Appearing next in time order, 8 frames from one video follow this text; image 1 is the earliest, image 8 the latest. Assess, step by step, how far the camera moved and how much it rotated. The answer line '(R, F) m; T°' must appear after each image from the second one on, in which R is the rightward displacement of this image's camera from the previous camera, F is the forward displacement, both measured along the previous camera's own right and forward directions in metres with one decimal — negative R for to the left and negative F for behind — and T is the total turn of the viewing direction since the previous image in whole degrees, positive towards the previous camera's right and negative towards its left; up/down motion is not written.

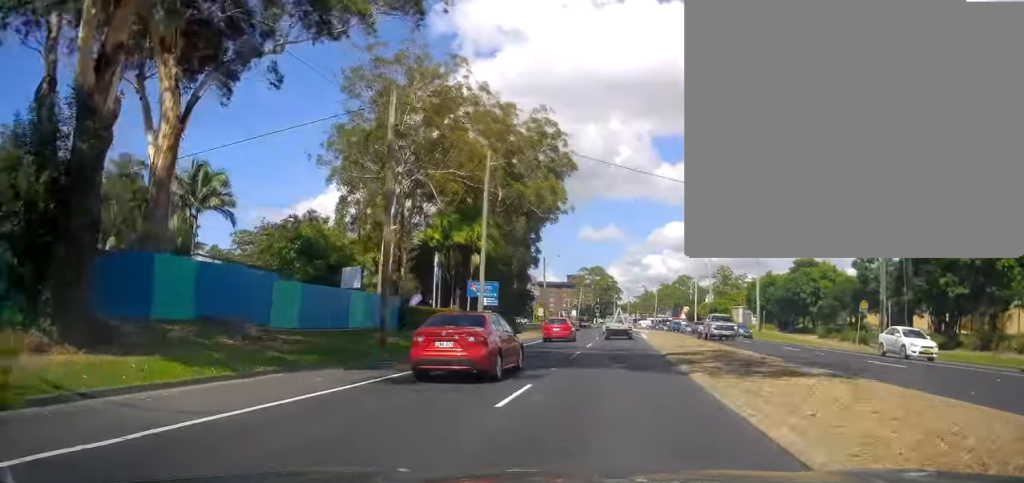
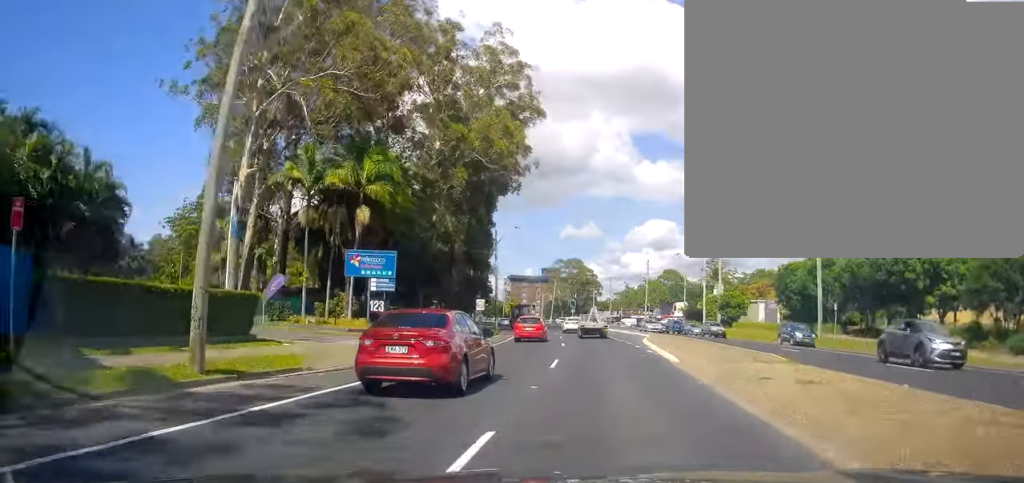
(+1.2, +24.4) m; +5°
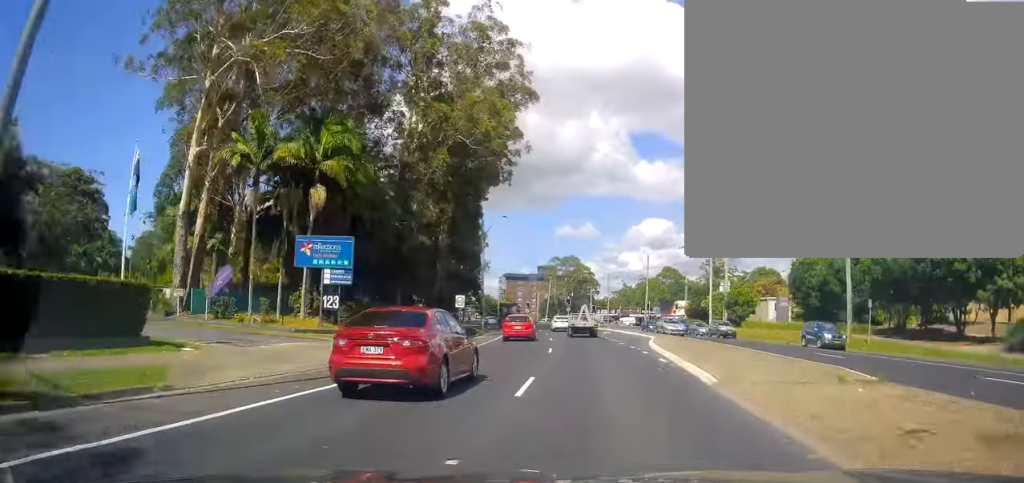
(0.0, +5.8) m; +1°
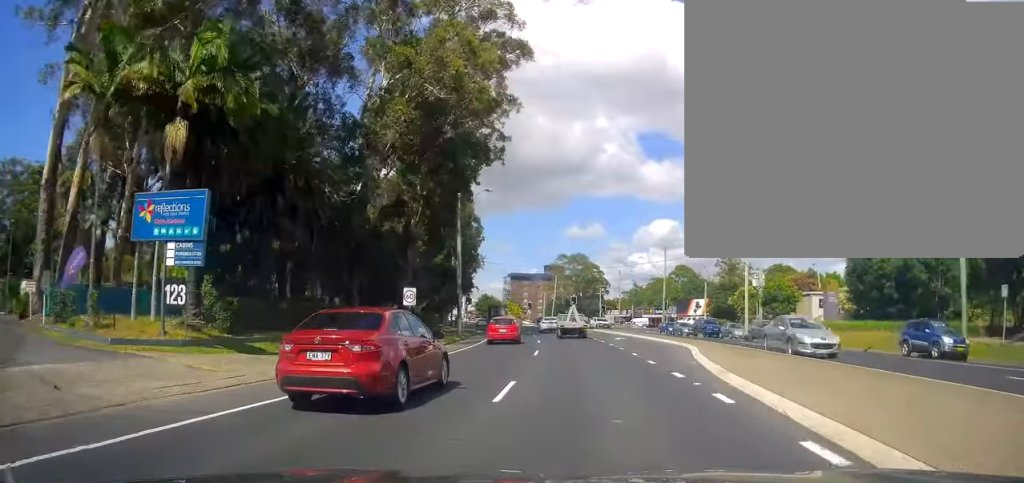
(-0.1, +12.5) m; +1°
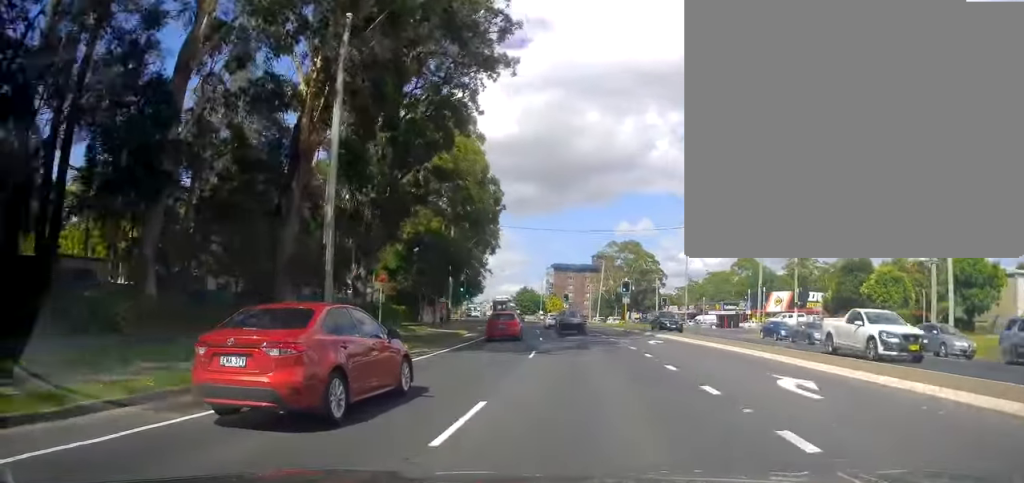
(-1.2, +27.5) m; -7°
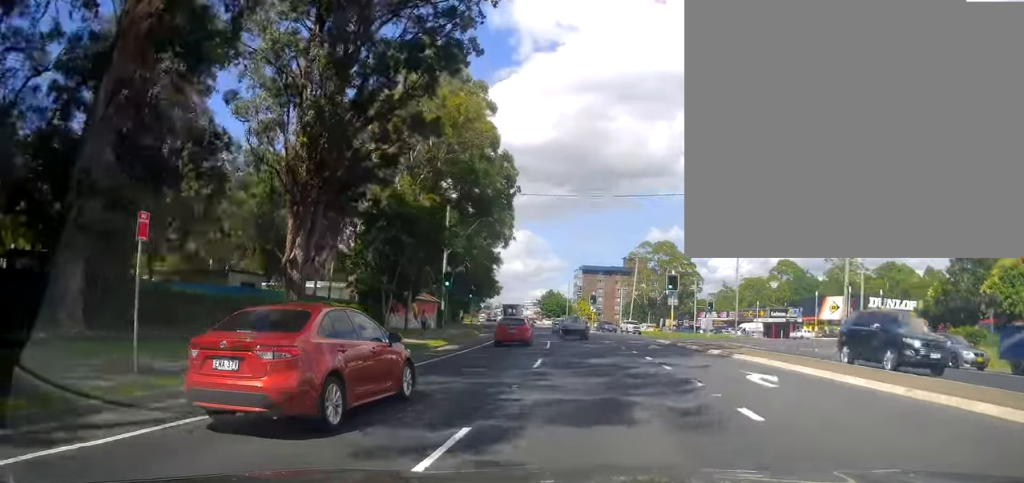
(-0.3, +13.9) m; 0°
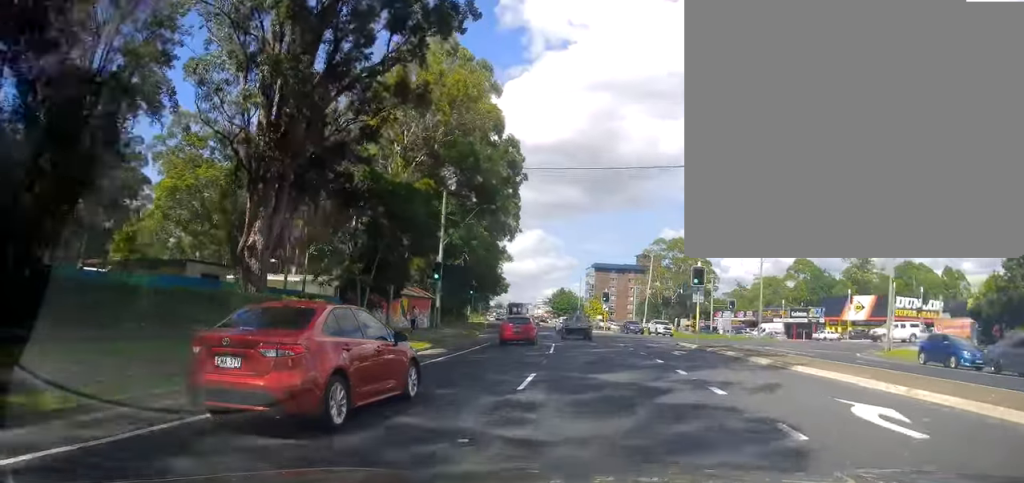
(+0.4, +5.2) m; 0°
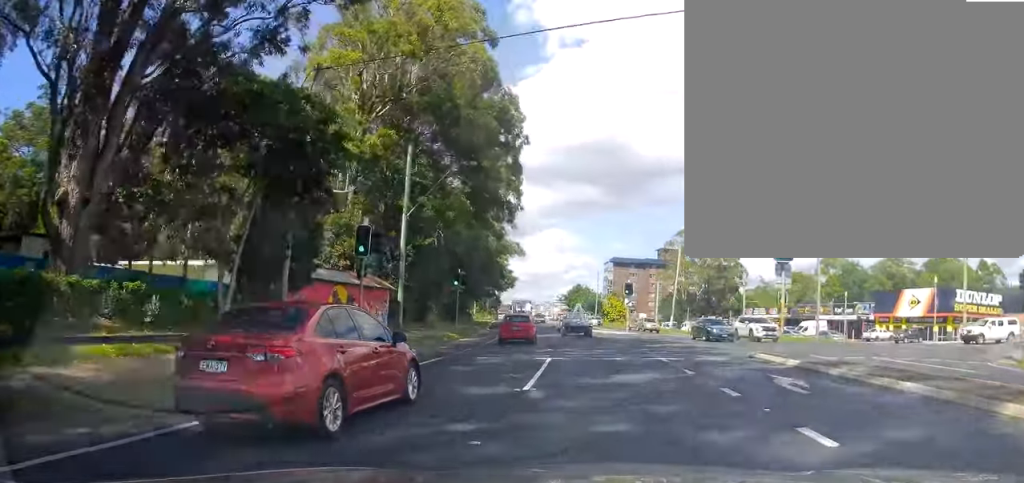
(-0.5, +12.2) m; -1°
